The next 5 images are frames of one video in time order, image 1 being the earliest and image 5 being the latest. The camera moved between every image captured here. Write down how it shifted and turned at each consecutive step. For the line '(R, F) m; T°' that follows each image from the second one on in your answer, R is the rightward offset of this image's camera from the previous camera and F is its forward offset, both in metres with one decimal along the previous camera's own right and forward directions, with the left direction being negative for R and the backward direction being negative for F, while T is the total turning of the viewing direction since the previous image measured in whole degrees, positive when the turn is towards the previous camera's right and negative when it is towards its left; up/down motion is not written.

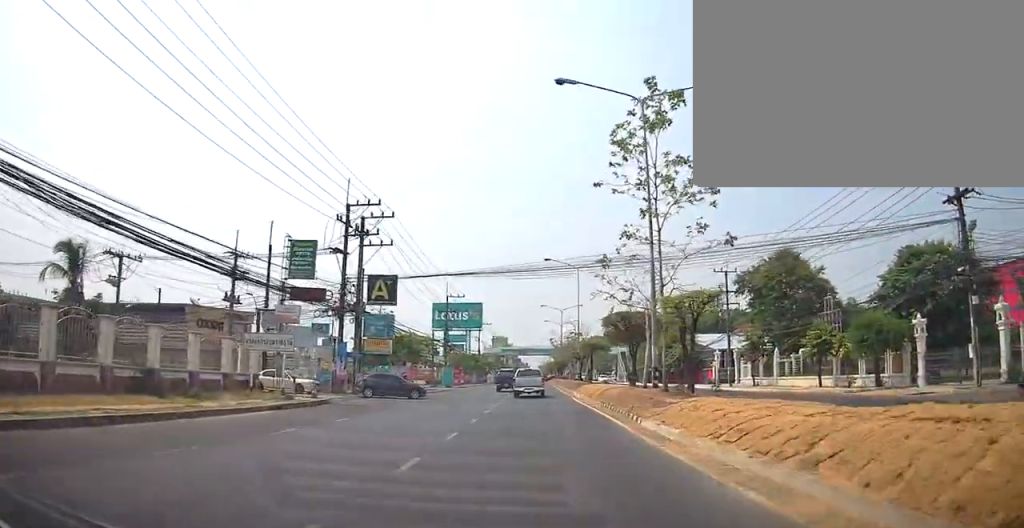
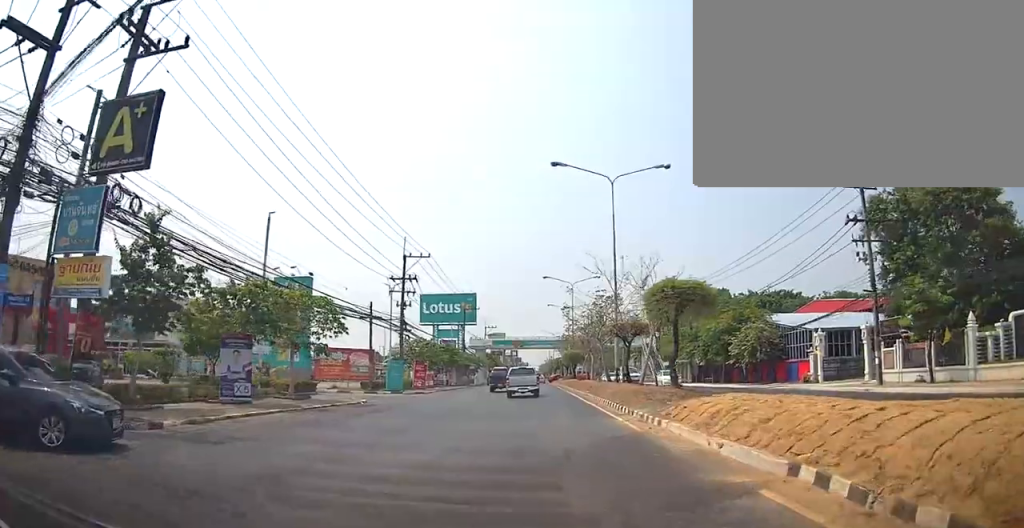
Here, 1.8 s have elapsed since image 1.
(0.0, +26.5) m; -2°
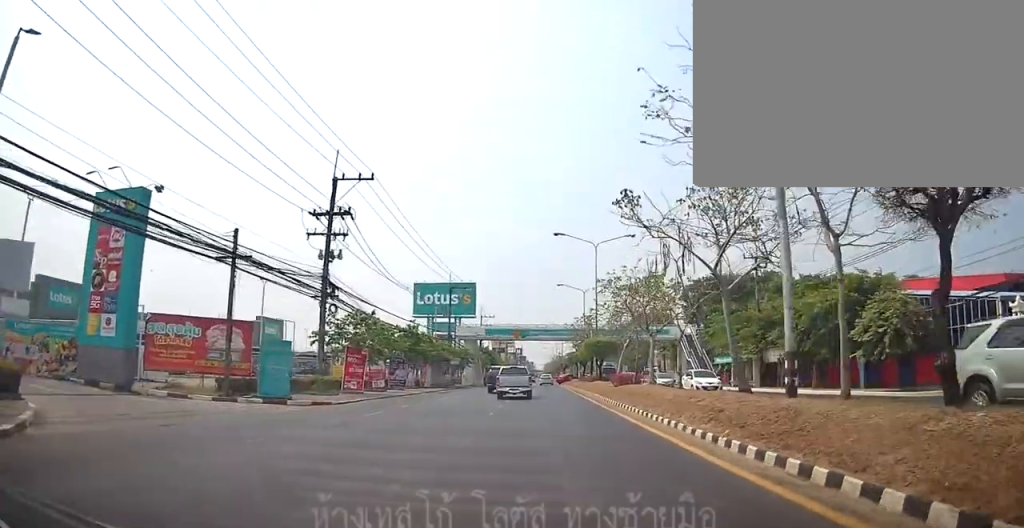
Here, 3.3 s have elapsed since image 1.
(-0.4, +21.4) m; -1°
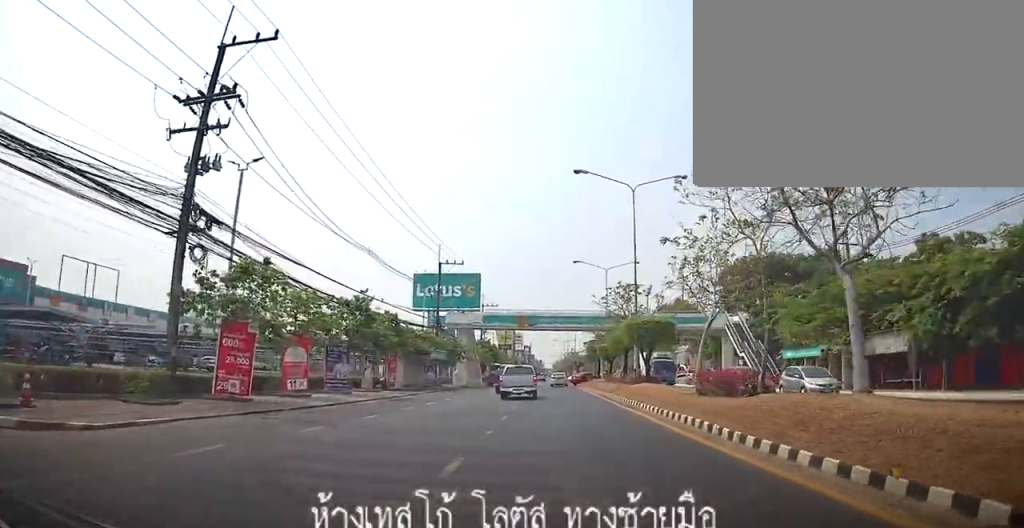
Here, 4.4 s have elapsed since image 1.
(+0.3, +15.3) m; +1°
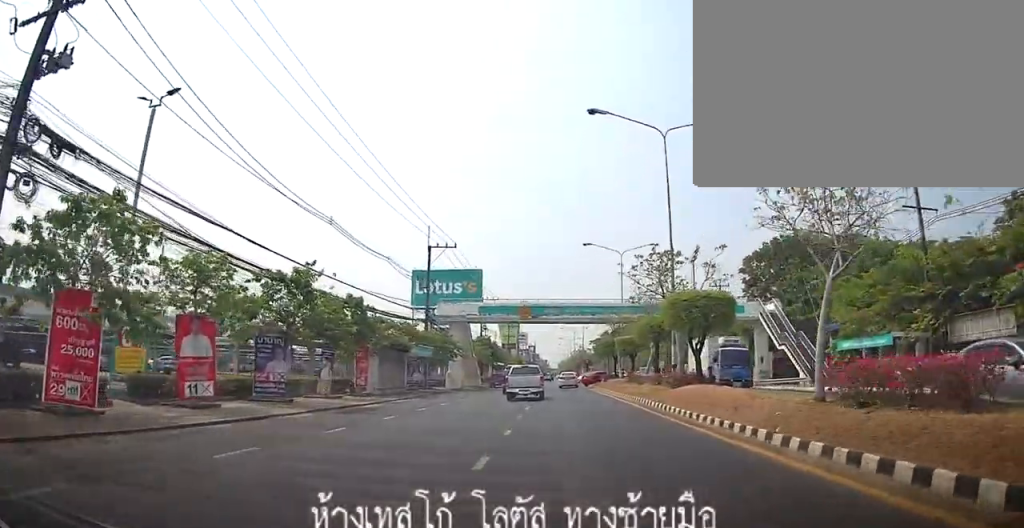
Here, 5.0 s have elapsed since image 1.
(+0.2, +8.3) m; 0°
